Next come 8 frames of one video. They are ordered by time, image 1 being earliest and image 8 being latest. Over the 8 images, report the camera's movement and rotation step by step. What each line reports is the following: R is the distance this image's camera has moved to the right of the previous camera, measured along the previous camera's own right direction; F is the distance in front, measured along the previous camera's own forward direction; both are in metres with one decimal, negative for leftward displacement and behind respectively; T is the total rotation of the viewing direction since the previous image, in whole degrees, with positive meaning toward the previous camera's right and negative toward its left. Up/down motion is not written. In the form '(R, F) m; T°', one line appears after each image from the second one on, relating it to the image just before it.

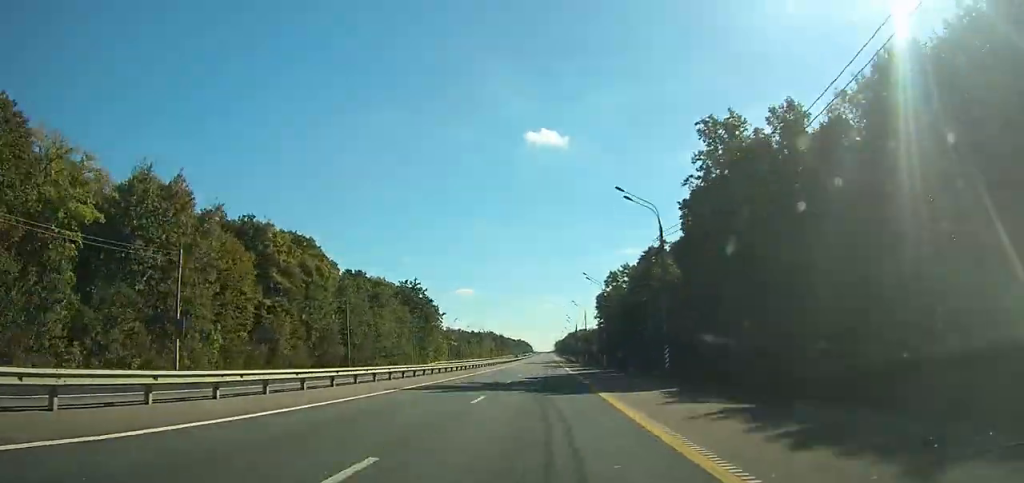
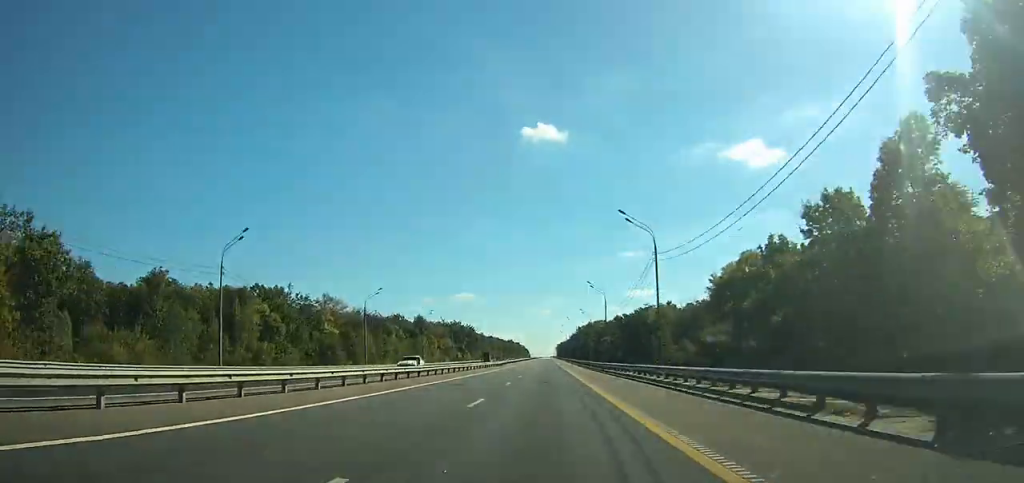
(+0.3, +158.0) m; 0°
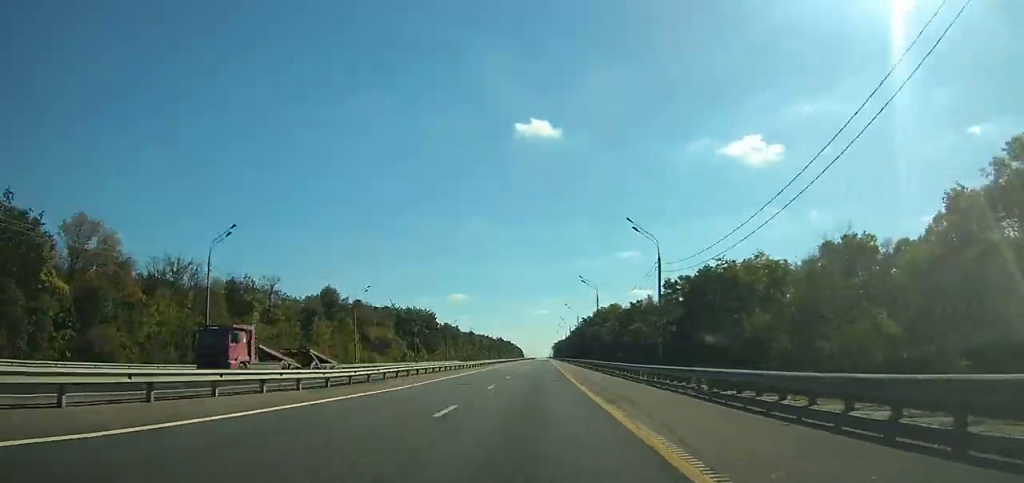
(+0.1, +77.8) m; 0°
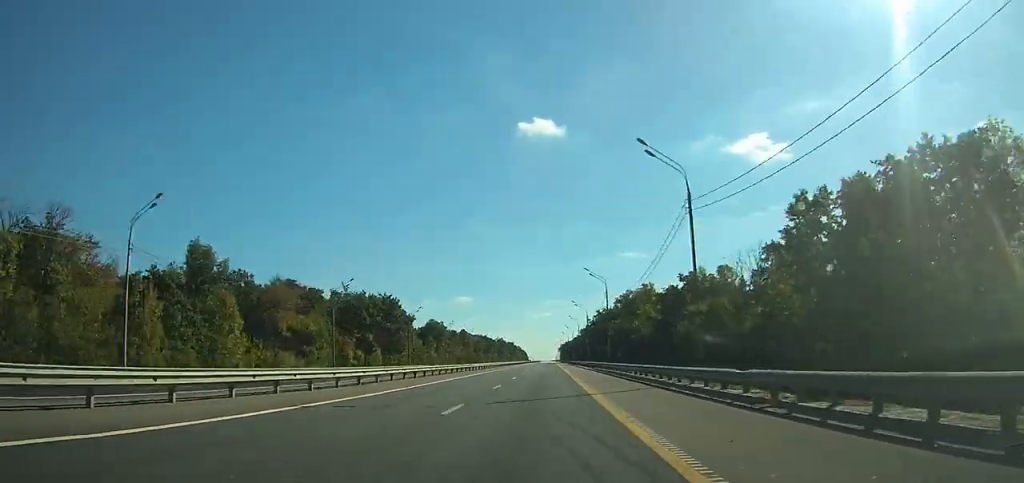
(-0.3, +48.4) m; 0°
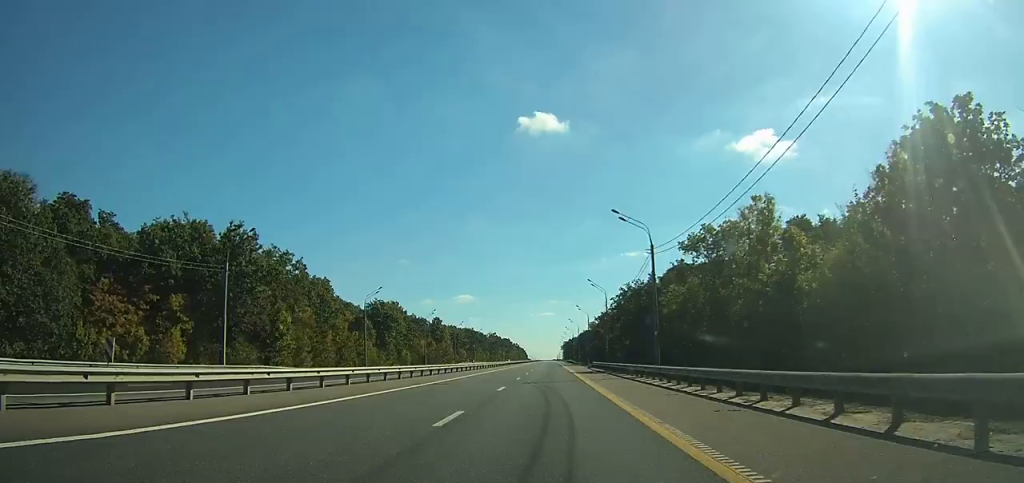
(-0.2, +63.4) m; 0°
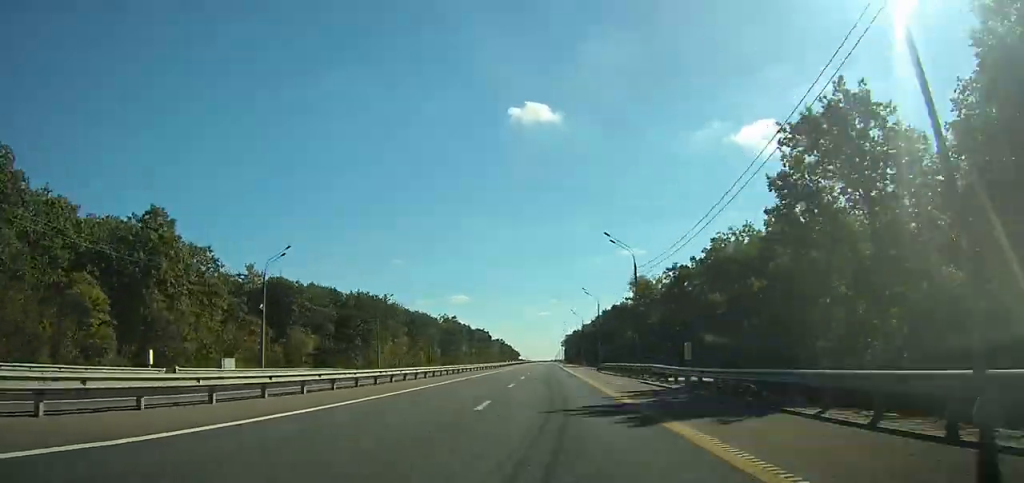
(+0.5, +137.8) m; 0°
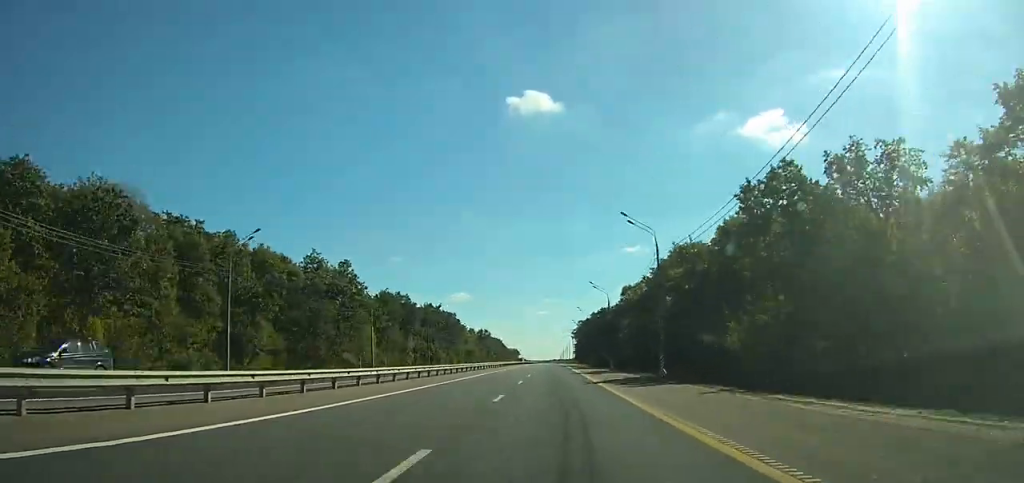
(-0.3, +114.3) m; 0°
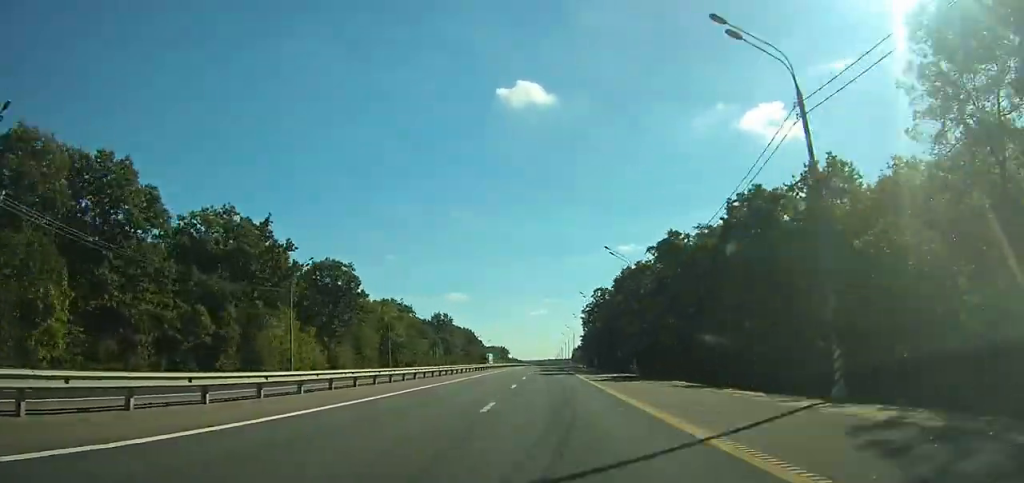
(+0.1, +101.3) m; 0°
